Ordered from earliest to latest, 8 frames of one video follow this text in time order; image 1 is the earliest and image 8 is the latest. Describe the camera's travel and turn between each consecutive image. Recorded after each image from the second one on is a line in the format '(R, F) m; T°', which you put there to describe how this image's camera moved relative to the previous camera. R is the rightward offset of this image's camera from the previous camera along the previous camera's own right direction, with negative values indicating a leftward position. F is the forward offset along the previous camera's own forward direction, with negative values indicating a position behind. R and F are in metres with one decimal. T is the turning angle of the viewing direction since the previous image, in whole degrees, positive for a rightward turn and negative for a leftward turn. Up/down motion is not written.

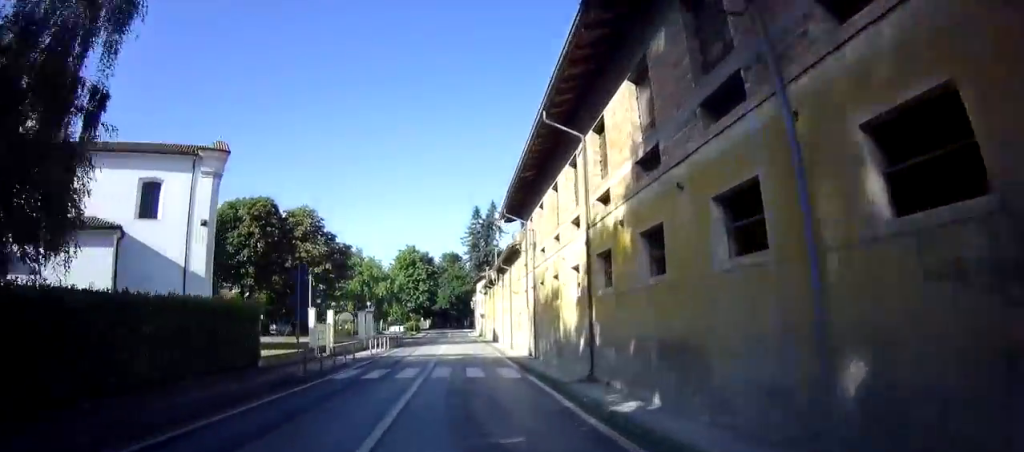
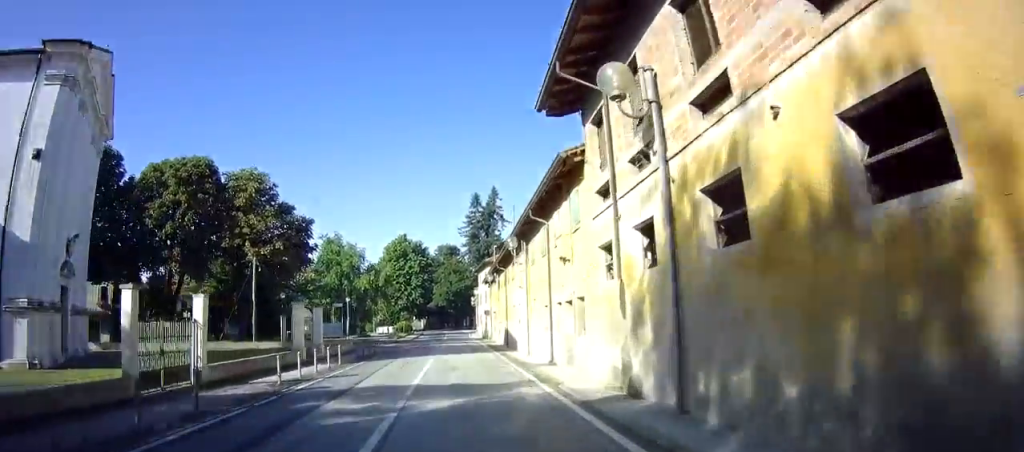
(0.0, +15.1) m; 0°
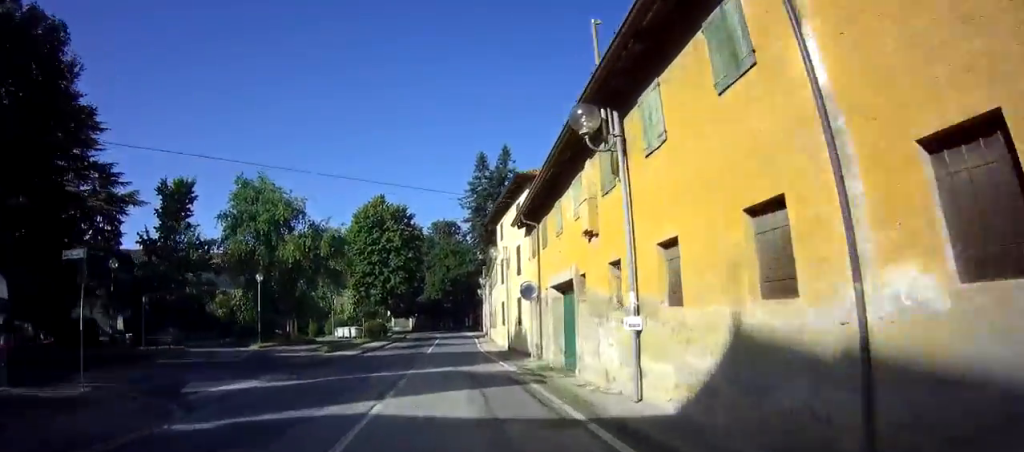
(+0.3, +30.8) m; 0°
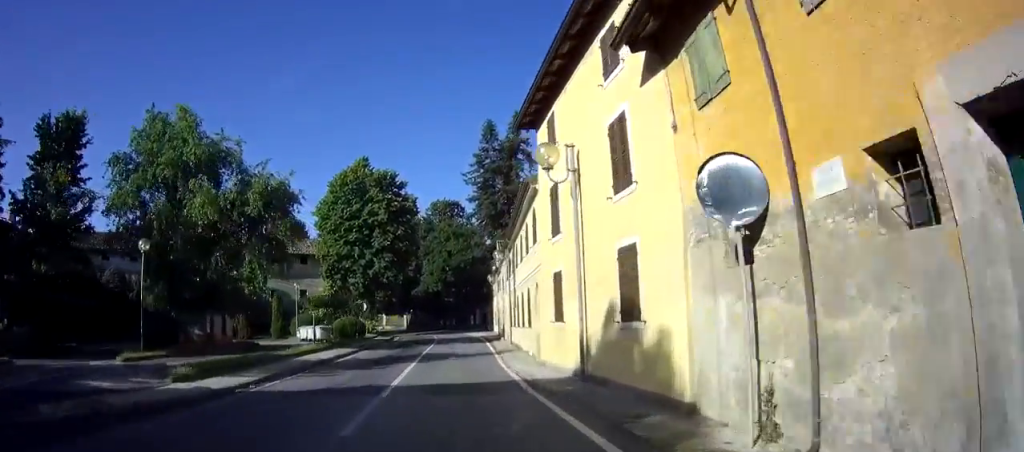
(-0.2, +15.3) m; -1°
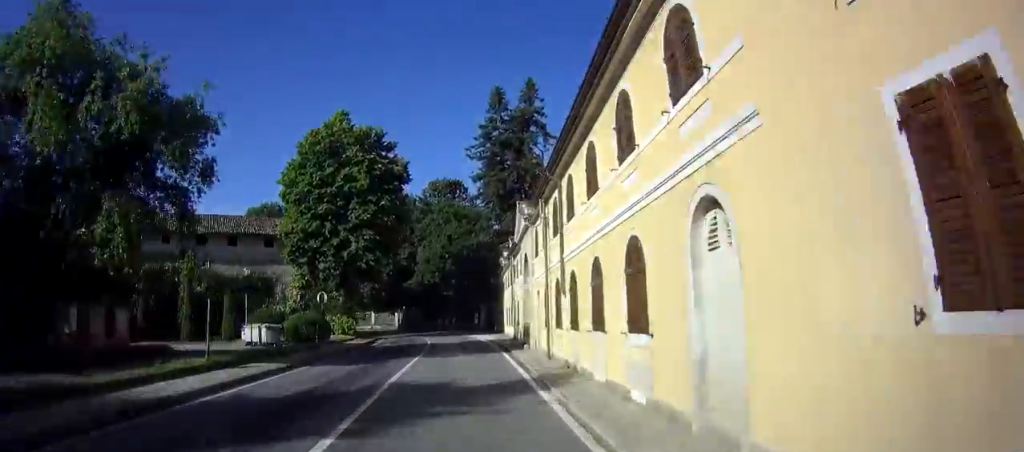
(0.0, +12.4) m; 0°
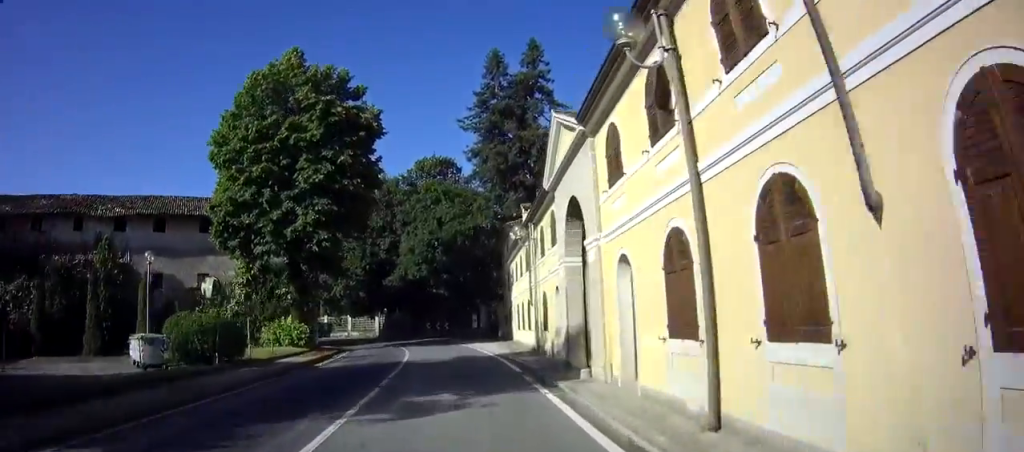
(0.0, +11.6) m; -1°
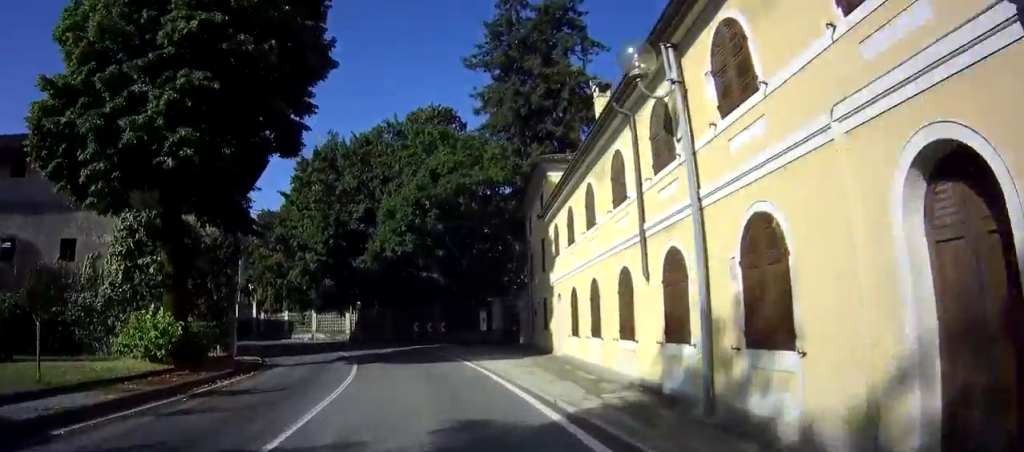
(-0.2, +14.6) m; -3°
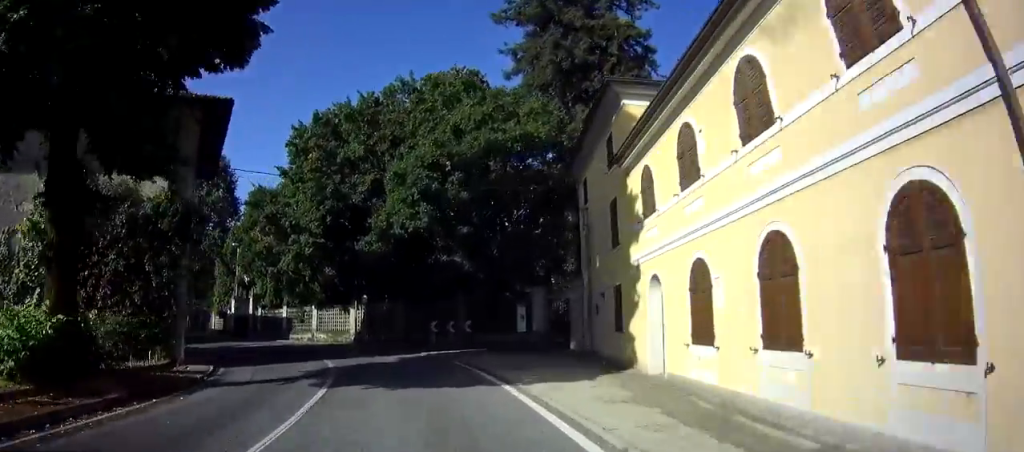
(0.0, +7.2) m; -3°
